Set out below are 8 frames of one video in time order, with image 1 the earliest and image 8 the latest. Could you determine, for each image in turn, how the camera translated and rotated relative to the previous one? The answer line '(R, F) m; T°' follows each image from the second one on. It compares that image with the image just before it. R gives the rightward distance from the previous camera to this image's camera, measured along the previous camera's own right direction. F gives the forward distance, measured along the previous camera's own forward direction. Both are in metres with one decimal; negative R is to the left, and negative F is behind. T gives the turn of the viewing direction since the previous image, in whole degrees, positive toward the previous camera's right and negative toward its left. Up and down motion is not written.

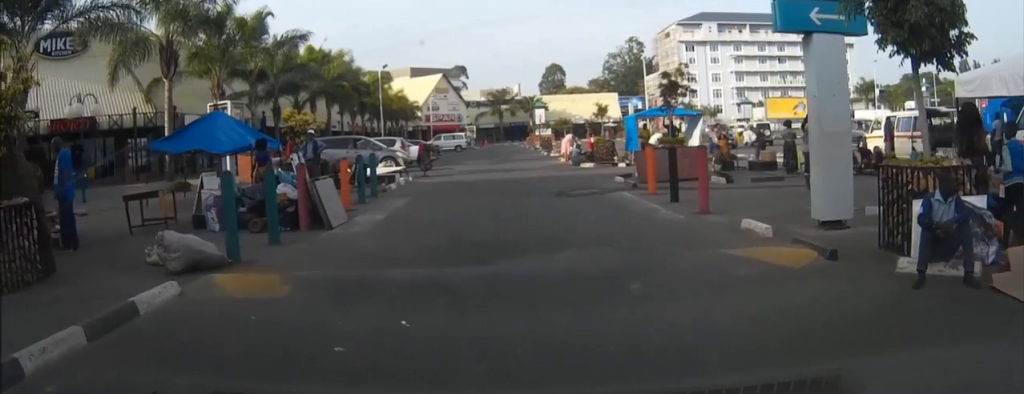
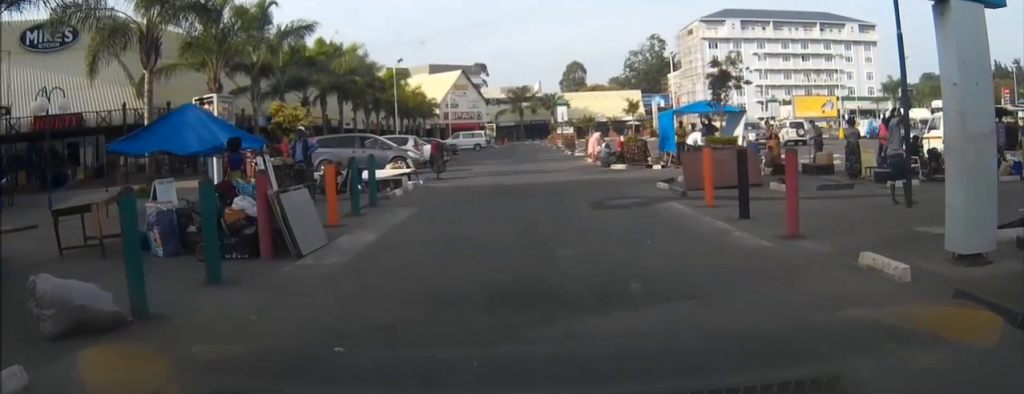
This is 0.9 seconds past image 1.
(0.0, +3.3) m; -1°
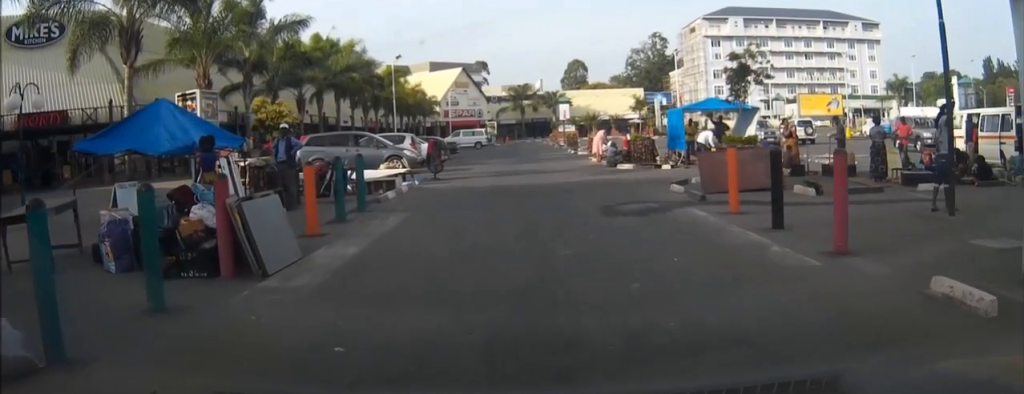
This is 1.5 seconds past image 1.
(0.0, +1.8) m; 0°
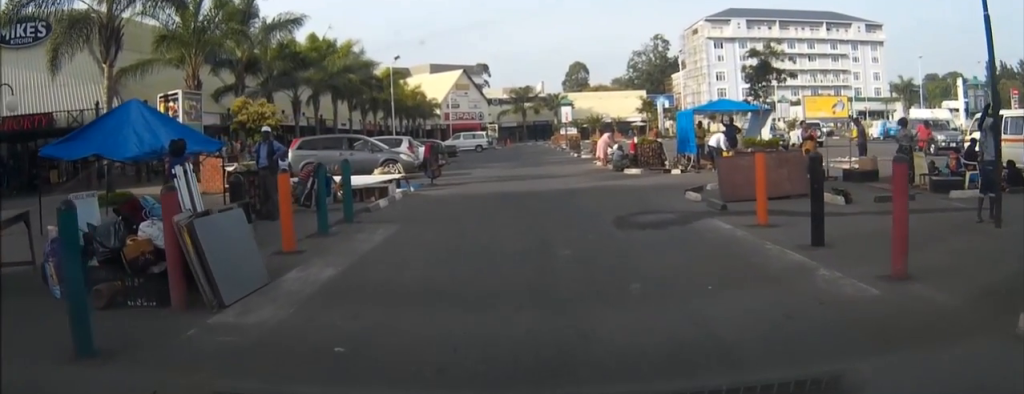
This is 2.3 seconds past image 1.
(0.0, +1.6) m; 0°
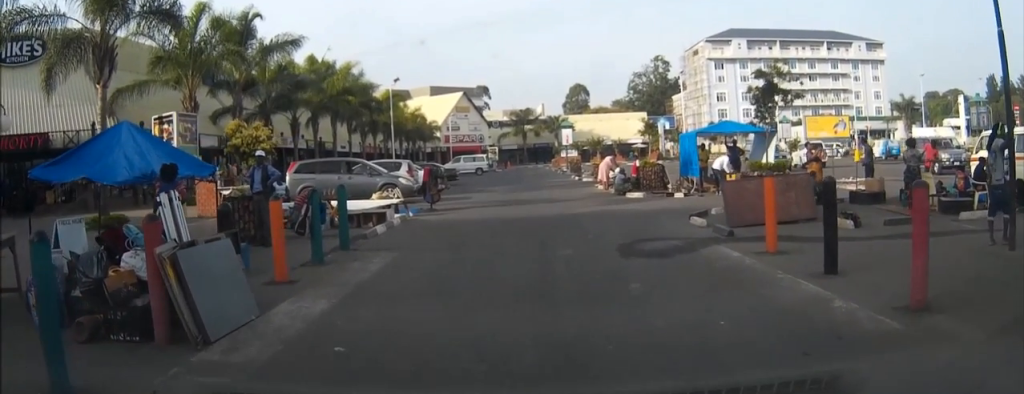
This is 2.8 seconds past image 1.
(0.0, +0.7) m; 0°
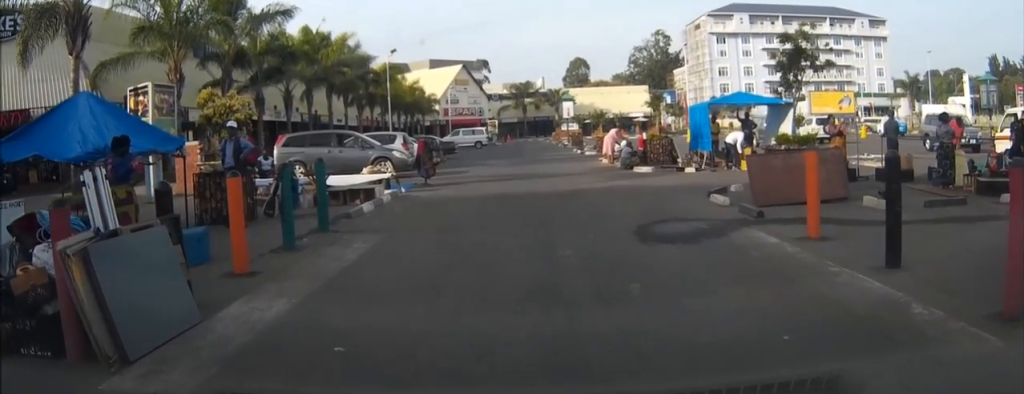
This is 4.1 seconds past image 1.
(-0.1, +1.4) m; 0°
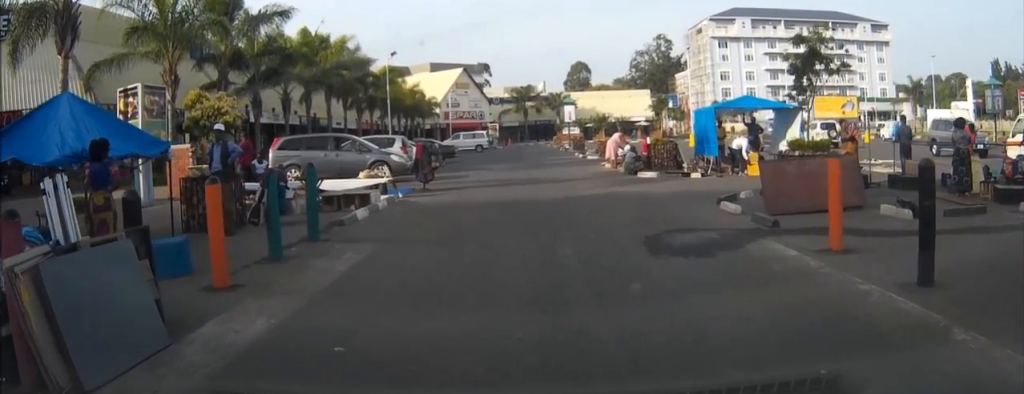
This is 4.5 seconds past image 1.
(0.0, +0.5) m; 0°
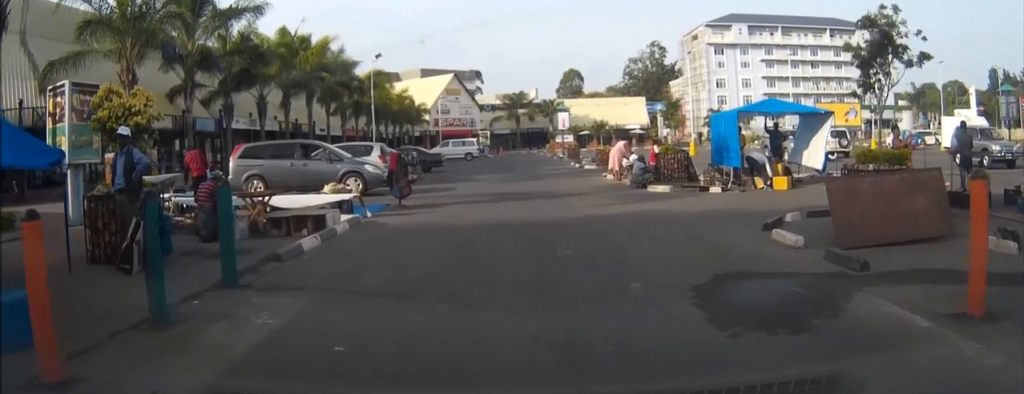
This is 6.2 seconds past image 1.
(-0.2, +2.5) m; -5°
